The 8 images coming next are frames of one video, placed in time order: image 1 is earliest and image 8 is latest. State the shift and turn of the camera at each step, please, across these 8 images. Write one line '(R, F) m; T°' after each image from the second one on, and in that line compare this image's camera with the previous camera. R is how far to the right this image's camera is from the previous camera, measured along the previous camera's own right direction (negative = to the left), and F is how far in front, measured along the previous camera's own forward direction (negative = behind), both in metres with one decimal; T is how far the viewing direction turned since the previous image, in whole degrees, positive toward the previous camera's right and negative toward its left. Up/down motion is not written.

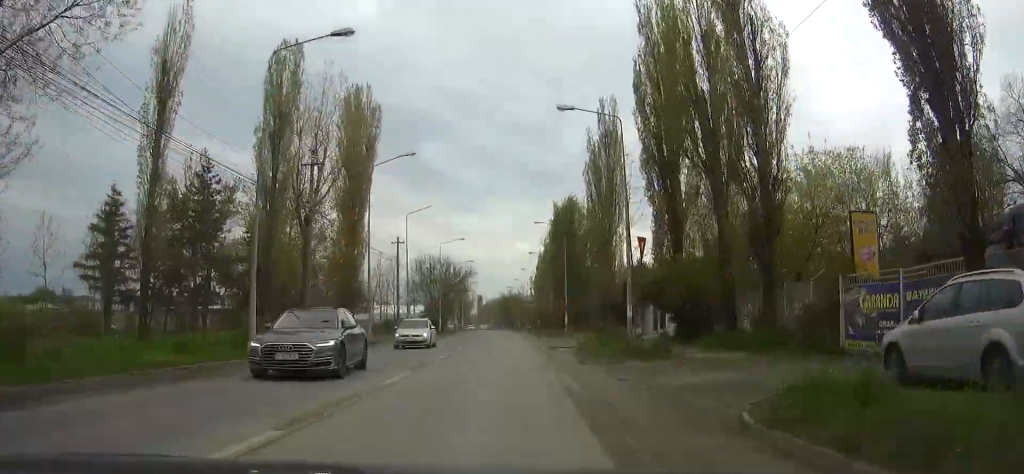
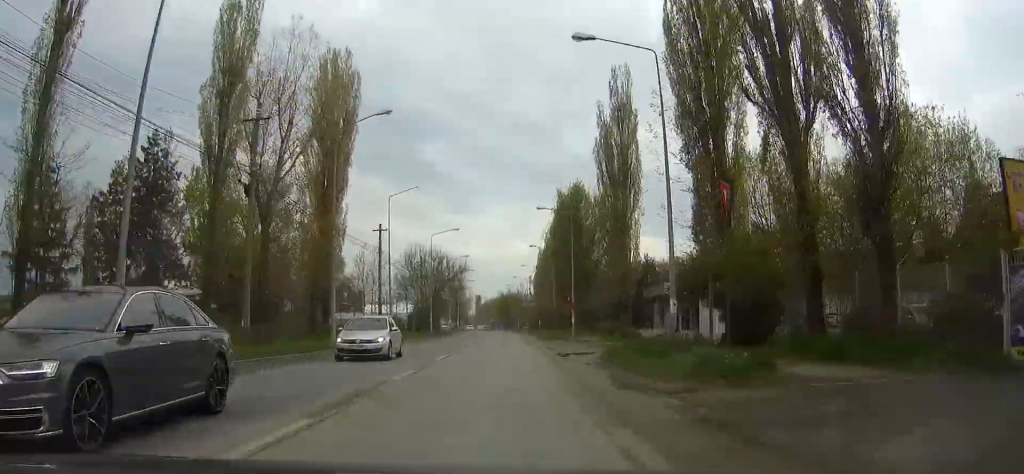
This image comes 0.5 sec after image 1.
(0.0, +8.2) m; 0°
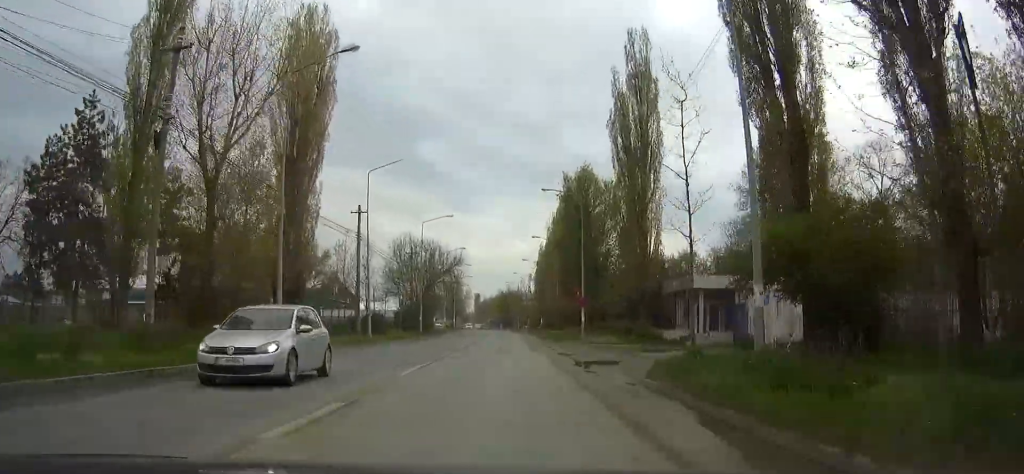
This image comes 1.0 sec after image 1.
(0.0, +7.6) m; 0°
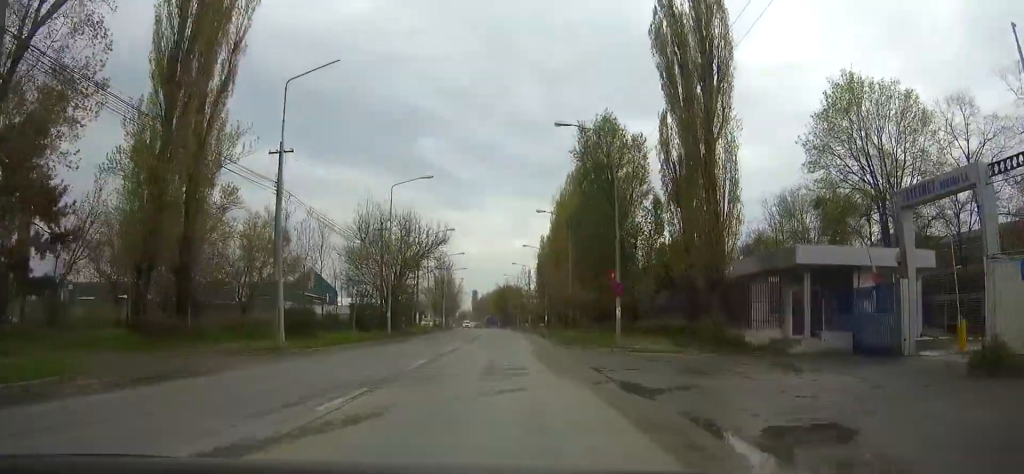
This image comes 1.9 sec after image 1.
(0.0, +16.1) m; 0°
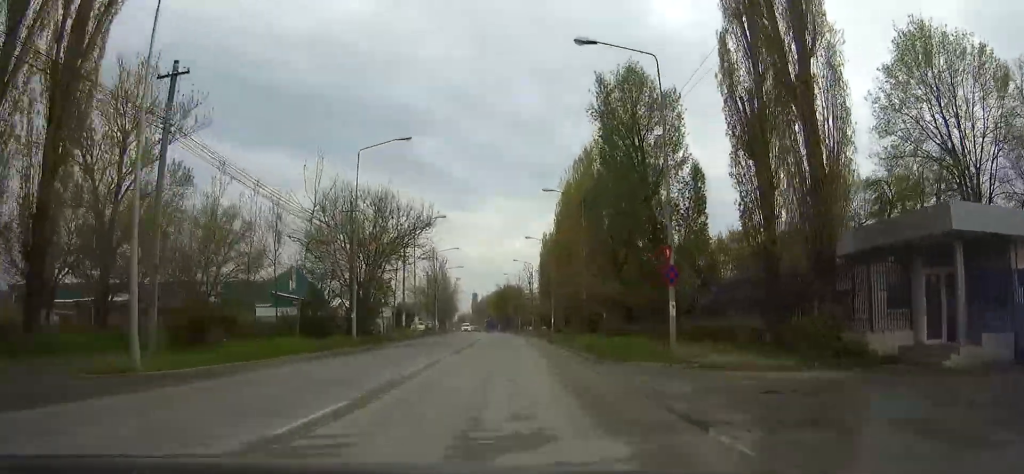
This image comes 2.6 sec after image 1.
(0.0, +10.8) m; 0°
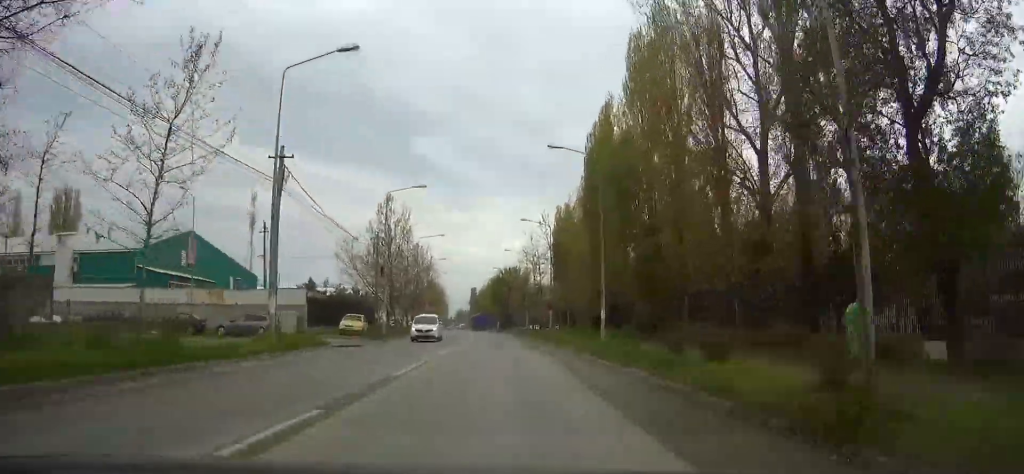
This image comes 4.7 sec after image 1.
(0.0, +37.3) m; 0°
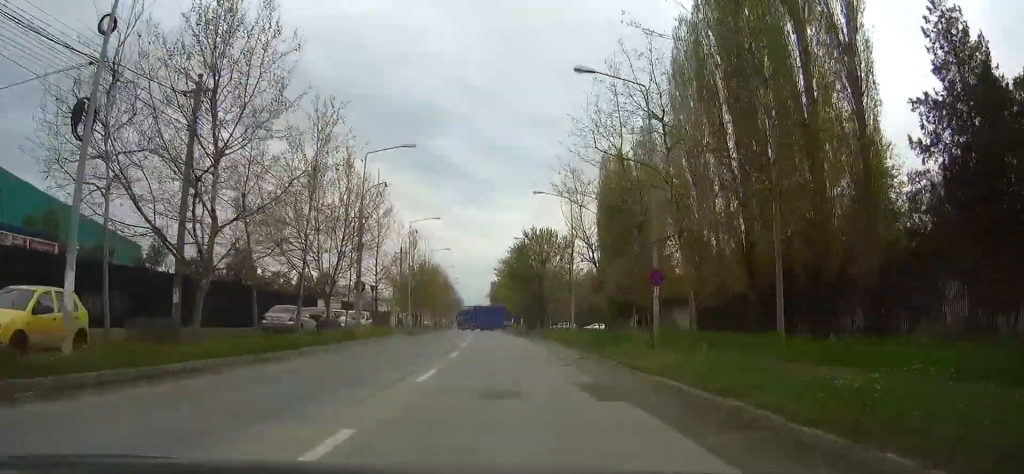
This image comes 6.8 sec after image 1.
(-0.3, +37.2) m; -1°
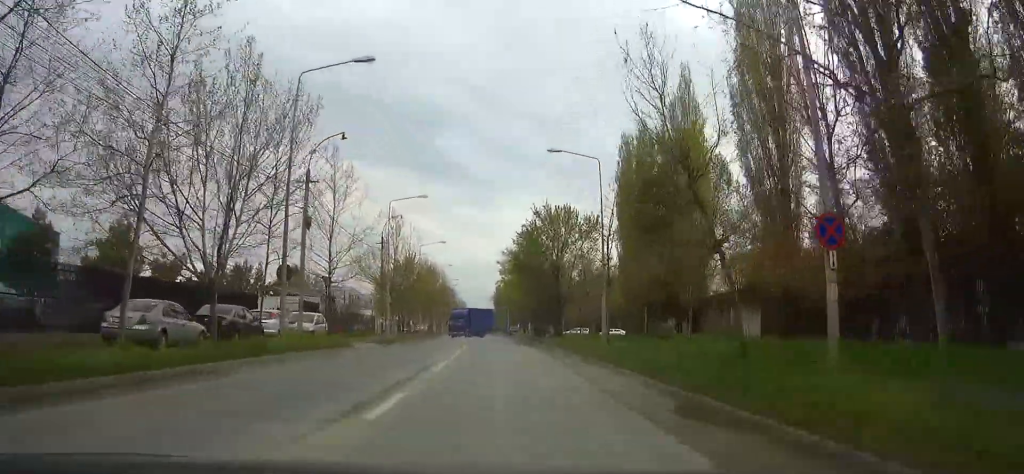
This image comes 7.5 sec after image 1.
(-0.1, +14.0) m; 0°
